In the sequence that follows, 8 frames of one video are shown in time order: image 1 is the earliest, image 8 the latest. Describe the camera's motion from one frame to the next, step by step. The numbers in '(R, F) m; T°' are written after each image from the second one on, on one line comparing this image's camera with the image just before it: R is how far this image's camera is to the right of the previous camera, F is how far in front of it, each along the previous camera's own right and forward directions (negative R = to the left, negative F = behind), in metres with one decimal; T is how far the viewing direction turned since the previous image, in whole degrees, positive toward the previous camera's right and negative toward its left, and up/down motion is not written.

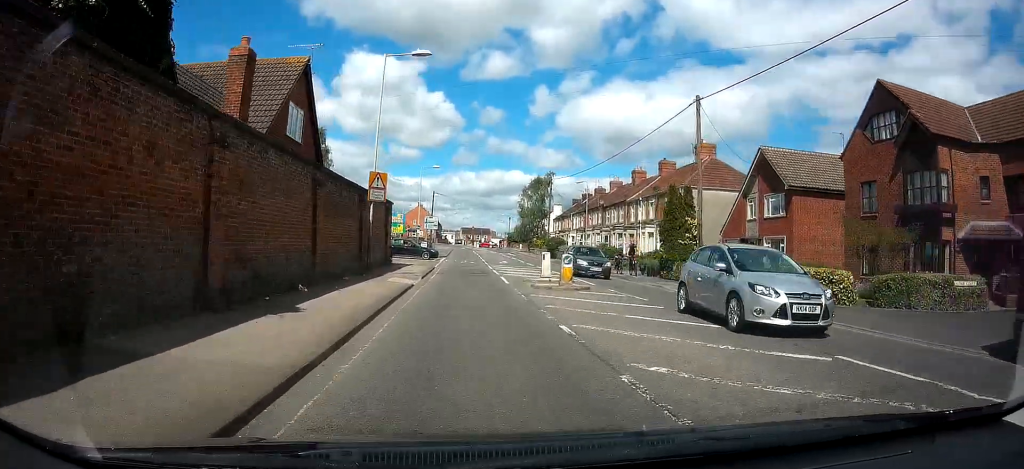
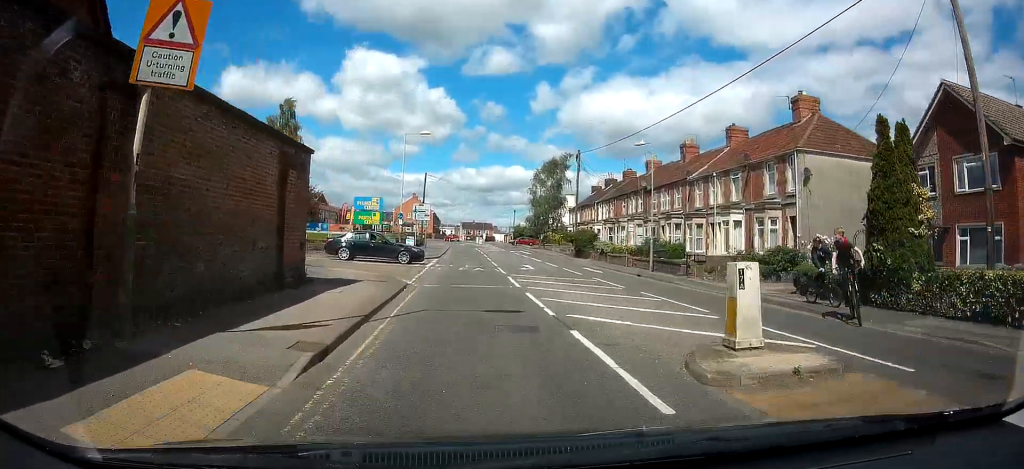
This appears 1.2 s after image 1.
(-0.1, +15.9) m; -1°
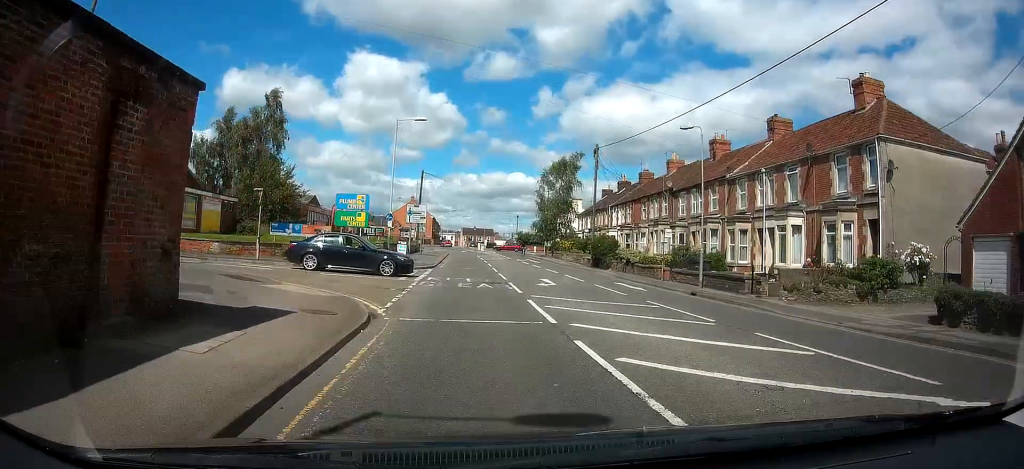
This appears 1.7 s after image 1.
(0.0, +6.4) m; 0°
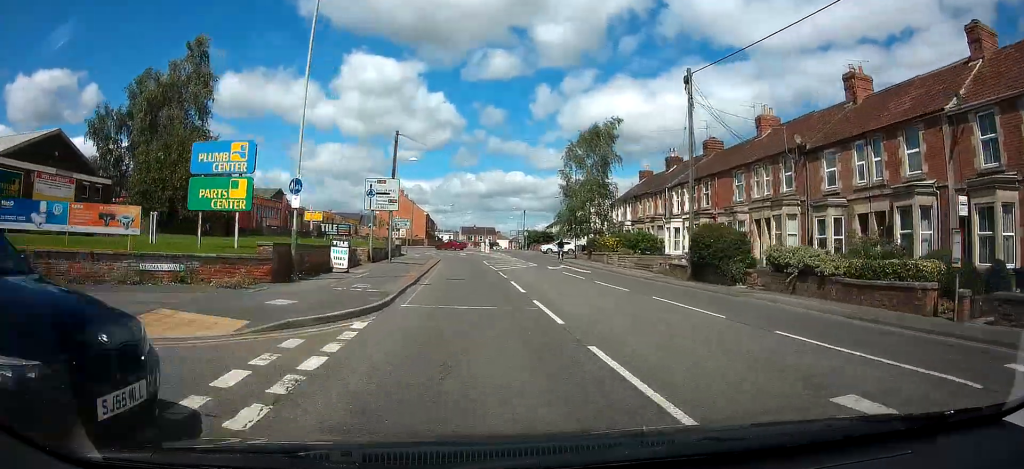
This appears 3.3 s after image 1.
(-0.1, +18.8) m; -1°
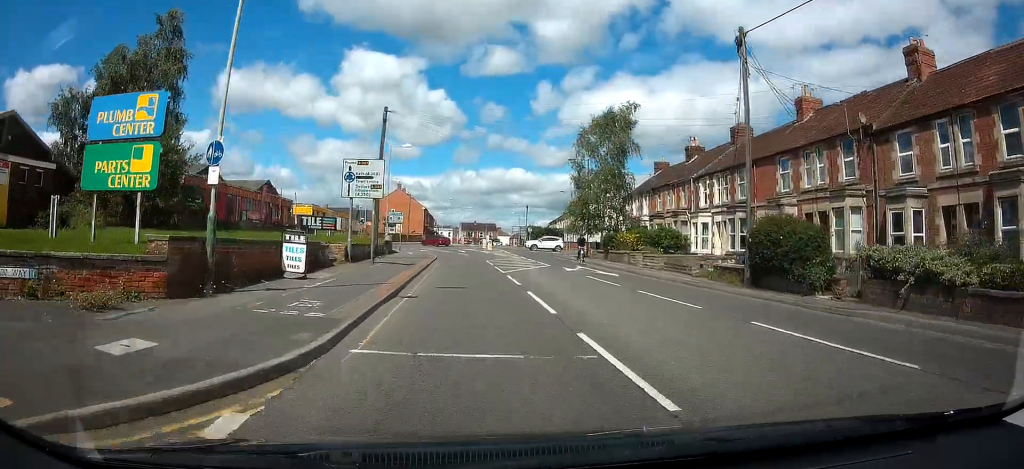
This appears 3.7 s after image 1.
(0.0, +5.2) m; 0°
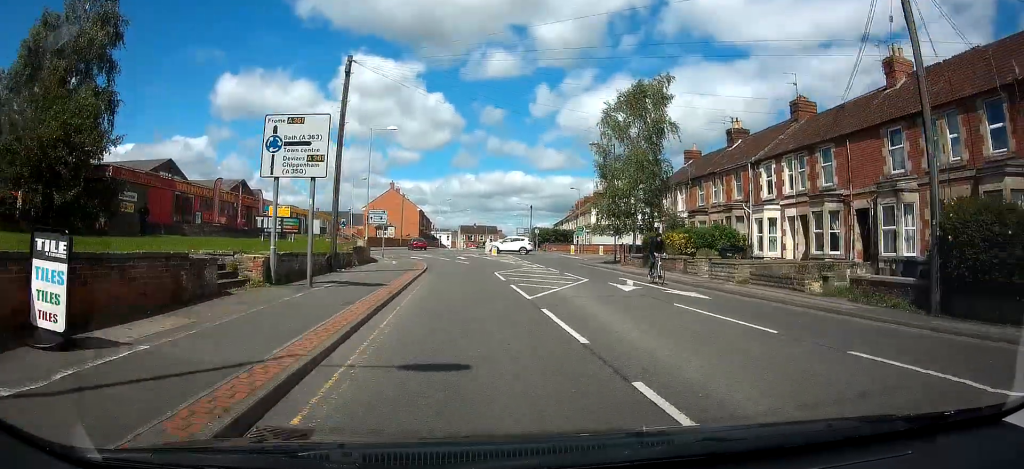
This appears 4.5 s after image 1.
(0.0, +9.0) m; +1°
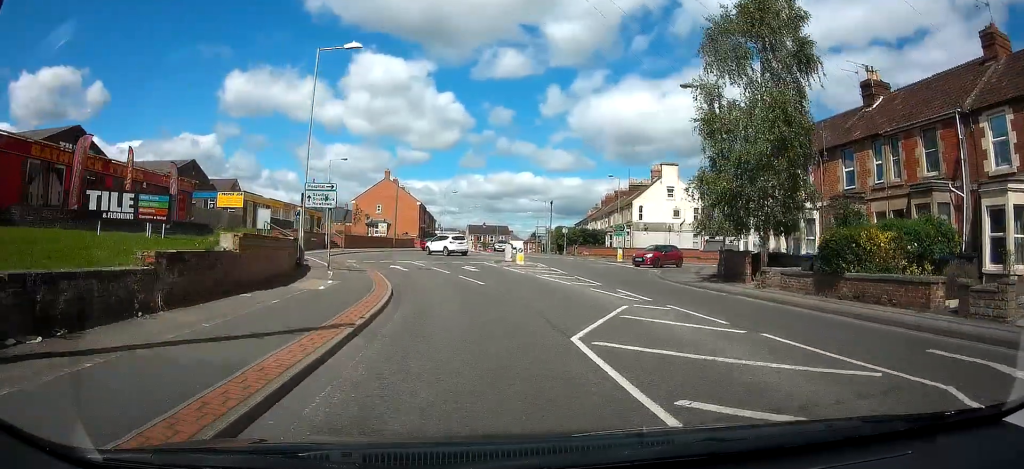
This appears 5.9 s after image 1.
(+0.1, +15.8) m; -1°
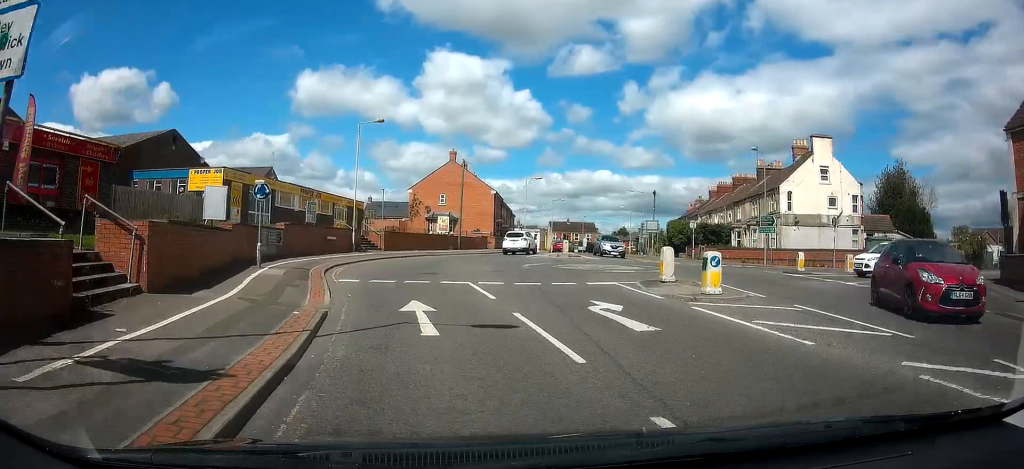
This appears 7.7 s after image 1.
(-0.4, +16.6) m; -4°
